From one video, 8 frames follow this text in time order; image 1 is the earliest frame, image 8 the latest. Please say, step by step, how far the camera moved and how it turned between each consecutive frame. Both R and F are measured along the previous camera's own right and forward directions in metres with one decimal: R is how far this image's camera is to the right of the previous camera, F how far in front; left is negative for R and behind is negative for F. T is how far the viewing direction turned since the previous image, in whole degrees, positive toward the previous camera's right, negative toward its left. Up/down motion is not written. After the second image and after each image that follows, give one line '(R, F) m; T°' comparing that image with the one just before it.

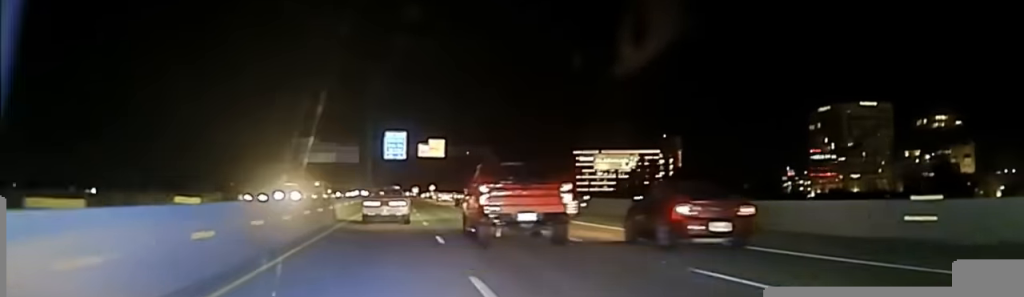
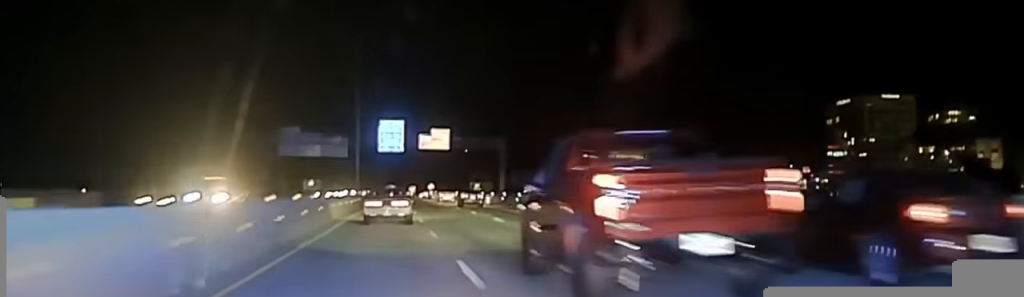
(+0.2, +22.4) m; 0°
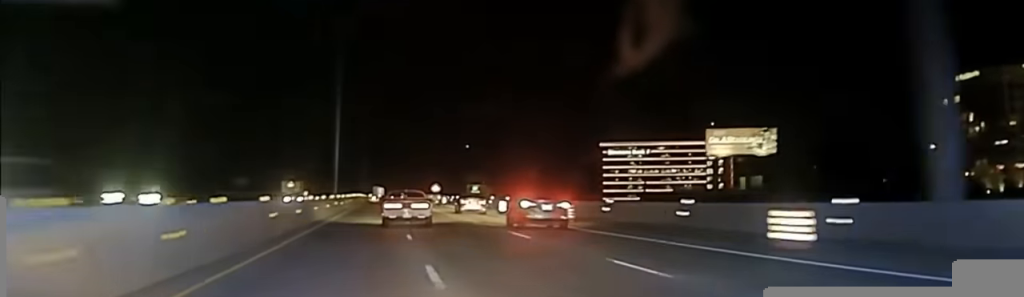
(+0.3, +85.0) m; +1°
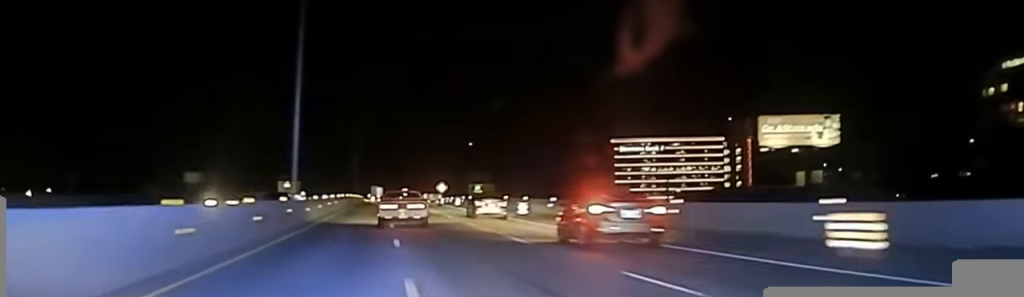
(0.0, +22.5) m; 0°
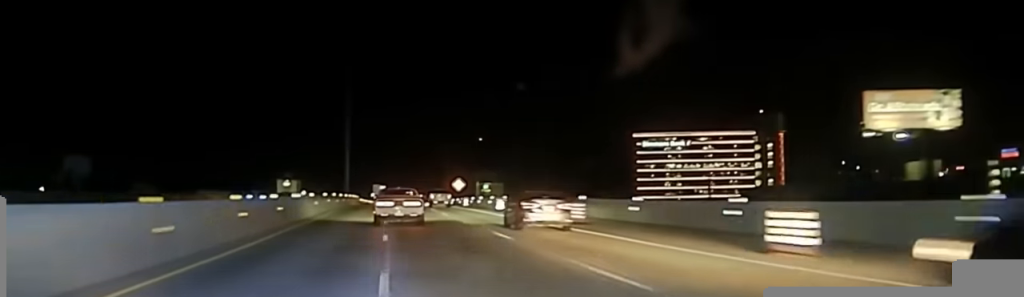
(-0.2, +30.0) m; 0°
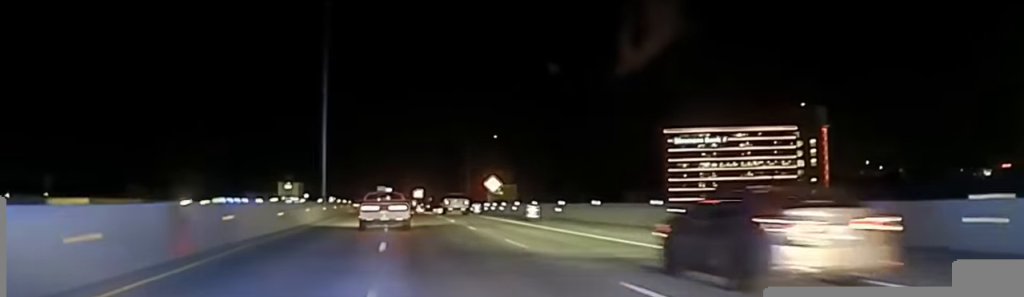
(-0.2, +40.0) m; 0°
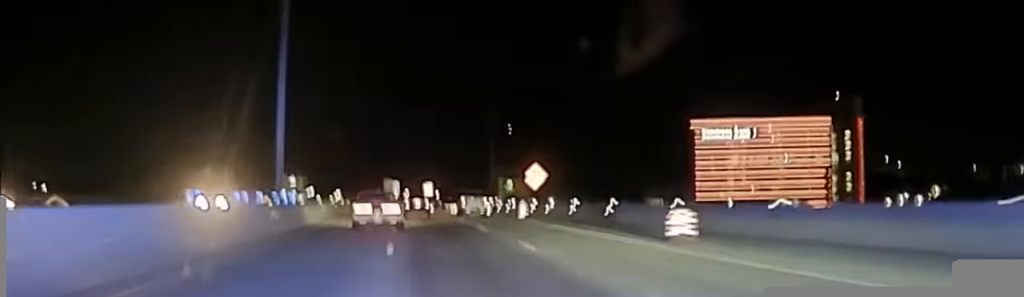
(0.0, +25.6) m; 0°
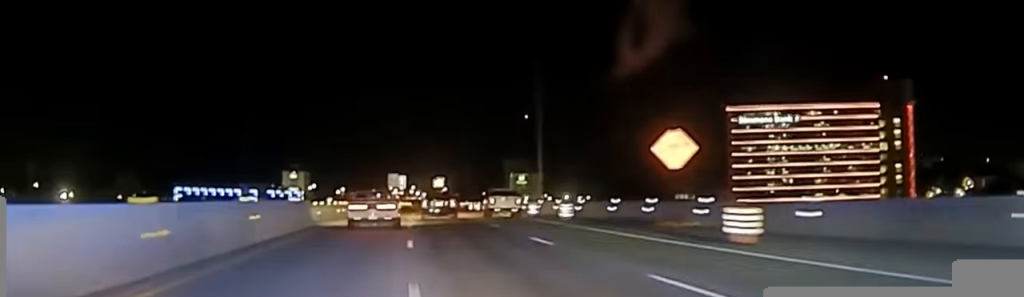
(0.0, +41.7) m; 0°
